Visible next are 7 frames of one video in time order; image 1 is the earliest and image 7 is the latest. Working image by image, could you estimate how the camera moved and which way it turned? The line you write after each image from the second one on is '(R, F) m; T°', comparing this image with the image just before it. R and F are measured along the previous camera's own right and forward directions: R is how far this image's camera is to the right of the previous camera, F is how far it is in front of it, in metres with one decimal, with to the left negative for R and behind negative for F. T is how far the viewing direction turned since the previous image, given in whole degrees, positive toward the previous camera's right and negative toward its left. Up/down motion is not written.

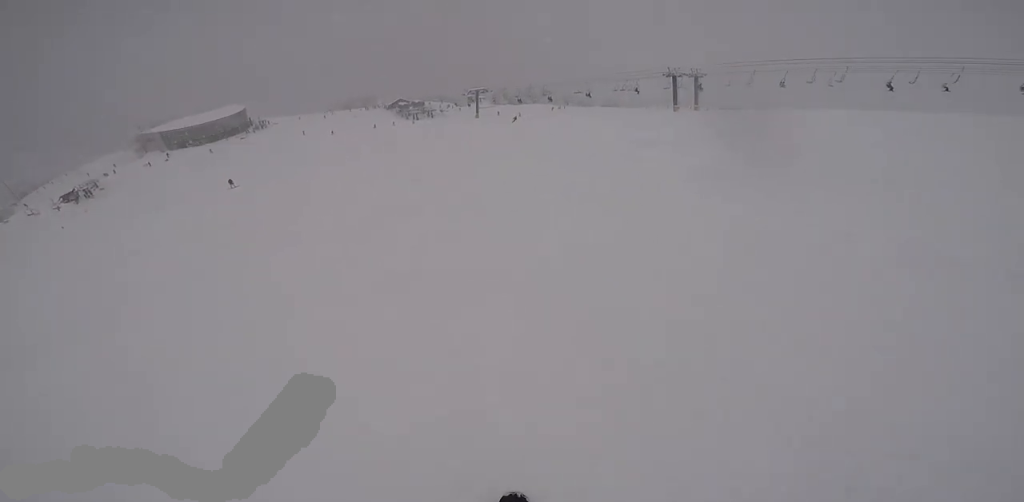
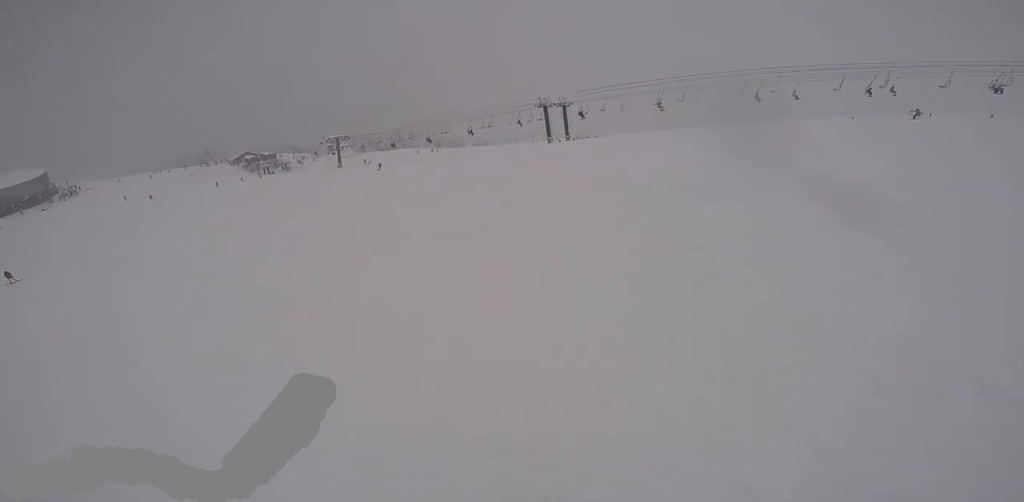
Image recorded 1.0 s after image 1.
(+1.6, +6.1) m; +9°
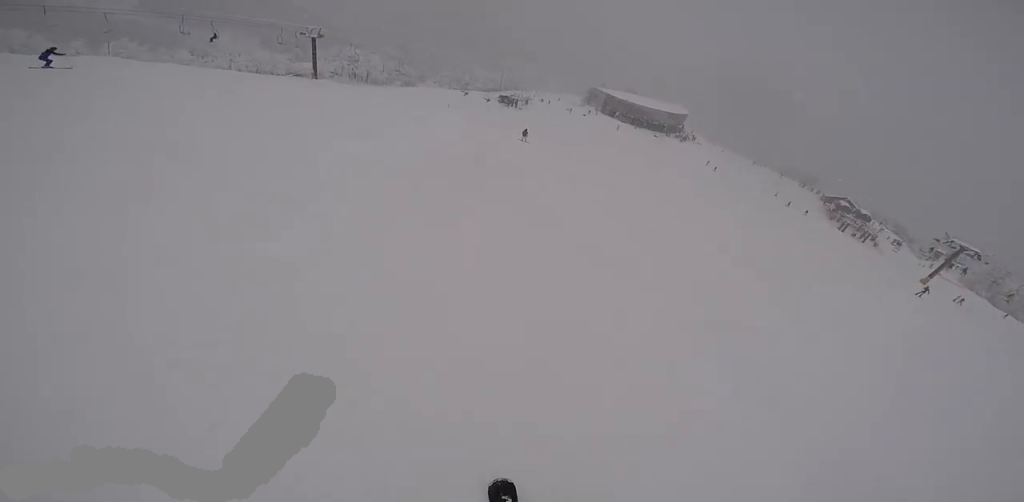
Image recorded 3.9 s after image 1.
(-8.9, +16.8) m; -63°
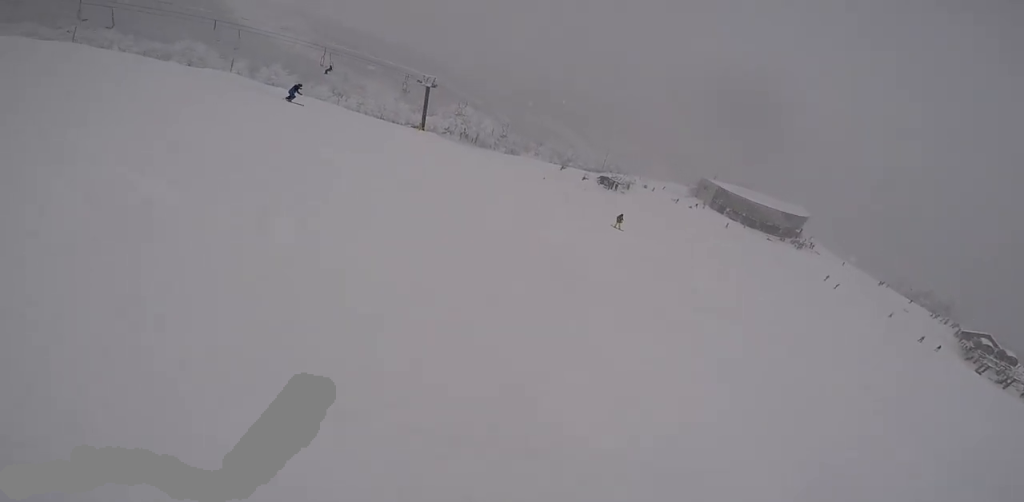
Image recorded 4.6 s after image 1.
(-0.2, +4.5) m; -19°
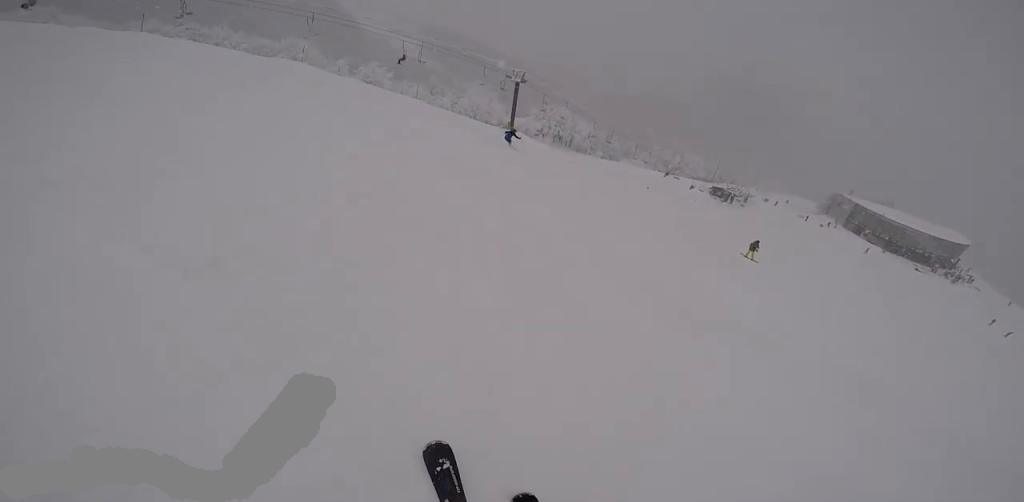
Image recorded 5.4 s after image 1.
(-1.7, +5.2) m; -19°
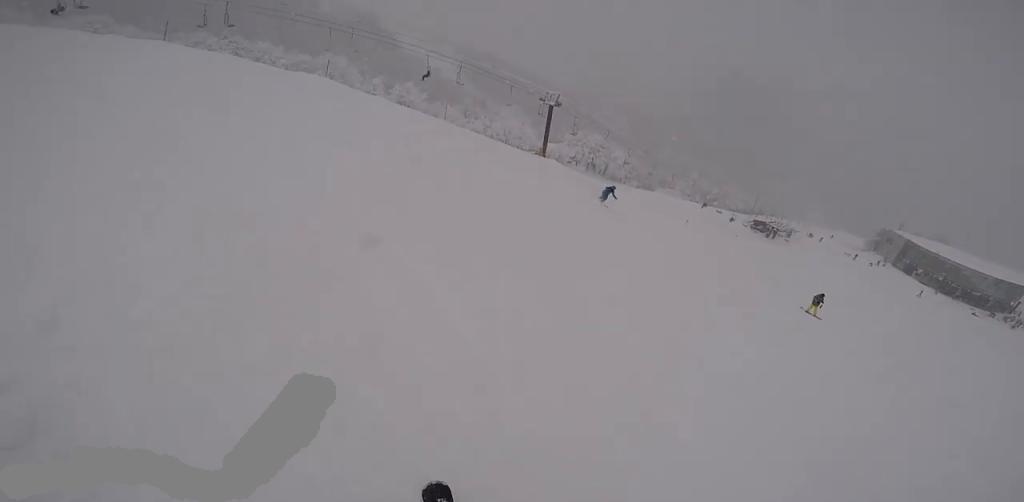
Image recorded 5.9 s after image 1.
(-0.1, +3.0) m; +2°
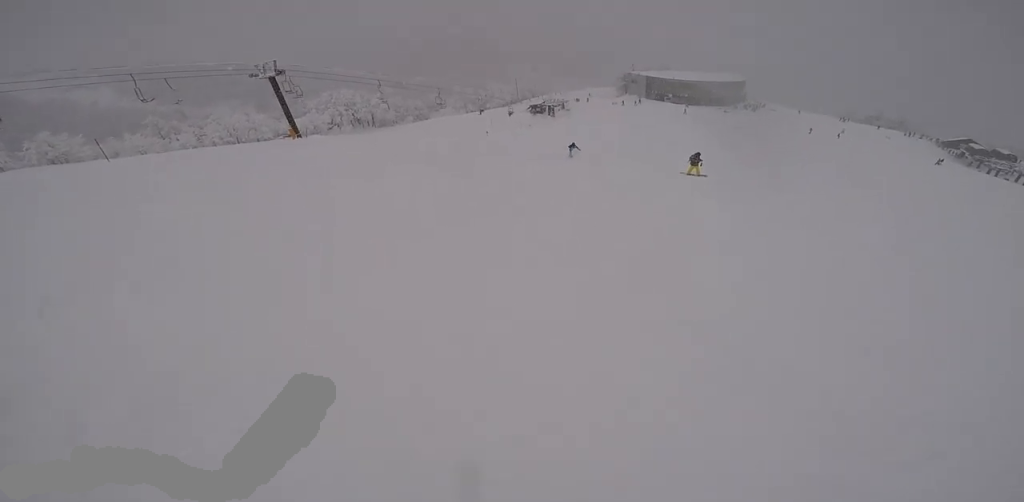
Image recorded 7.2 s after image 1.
(+0.8, +8.5) m; +21°
